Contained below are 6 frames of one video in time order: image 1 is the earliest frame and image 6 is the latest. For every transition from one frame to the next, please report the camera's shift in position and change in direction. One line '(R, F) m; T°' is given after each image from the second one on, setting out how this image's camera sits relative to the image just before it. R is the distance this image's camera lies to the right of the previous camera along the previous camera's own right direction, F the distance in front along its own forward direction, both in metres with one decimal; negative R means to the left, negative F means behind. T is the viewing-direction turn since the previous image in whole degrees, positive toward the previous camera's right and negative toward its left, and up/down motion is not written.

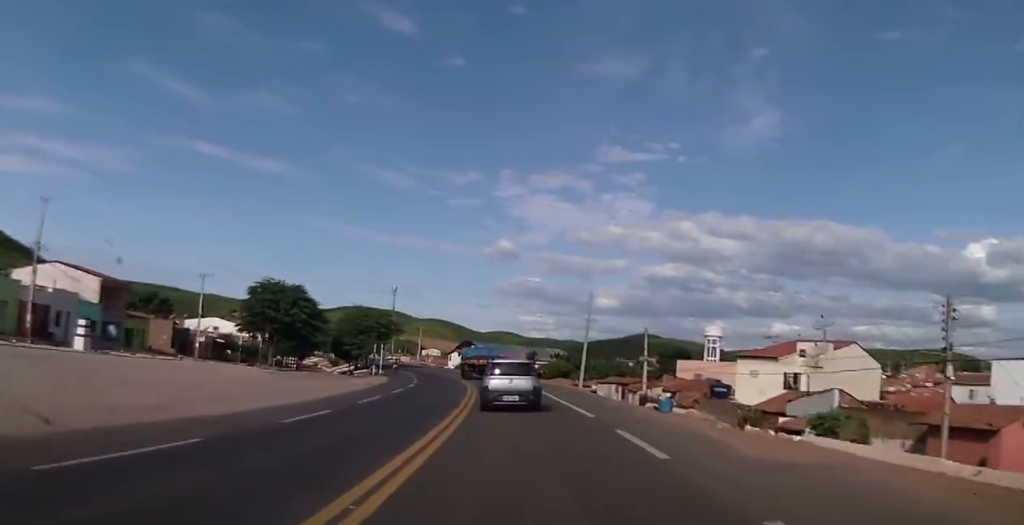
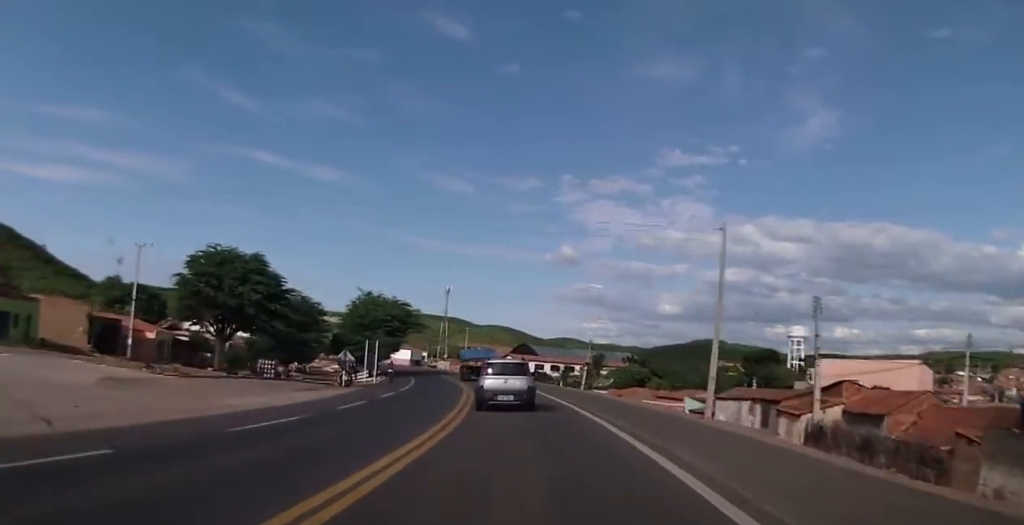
(-0.7, +30.8) m; -3°
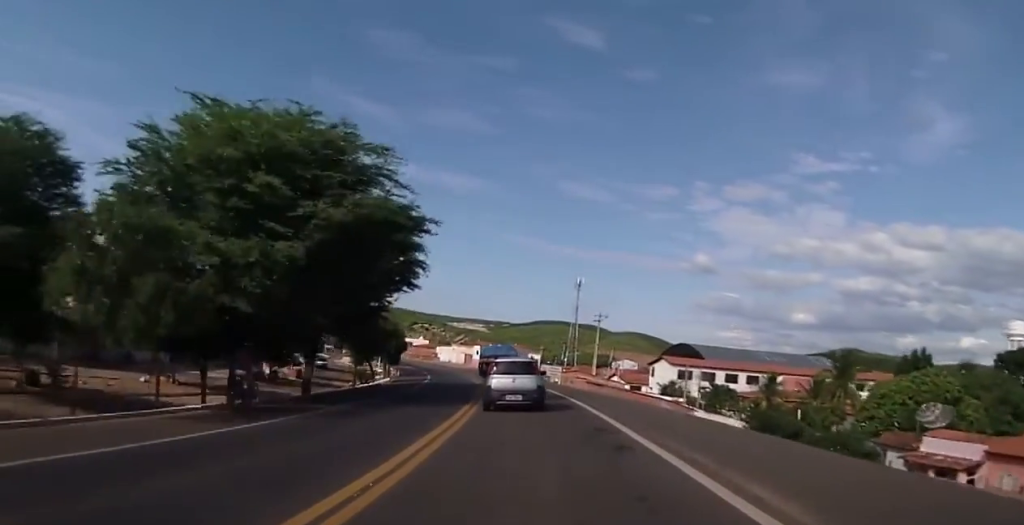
(-6.2, +60.2) m; -13°
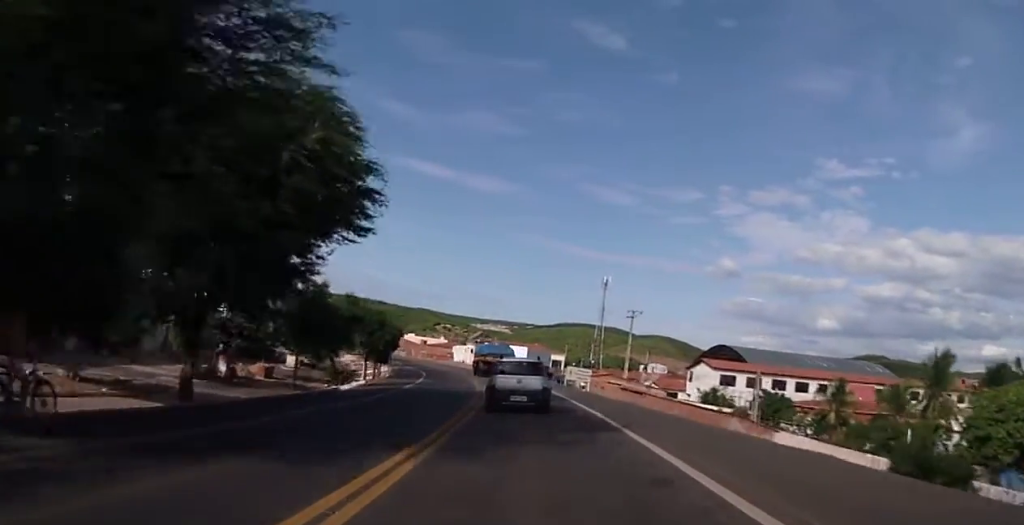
(-0.5, +12.7) m; -2°
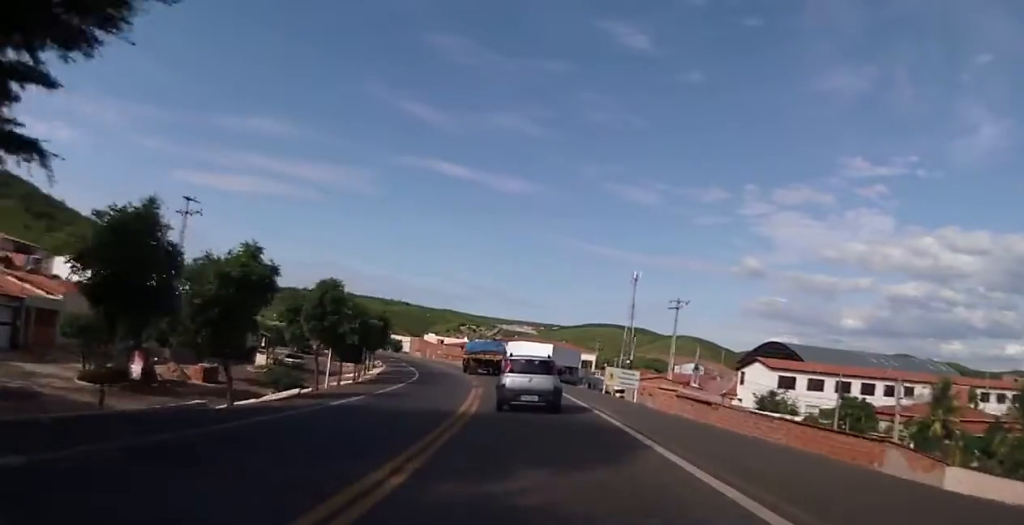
(0.0, +13.7) m; -2°
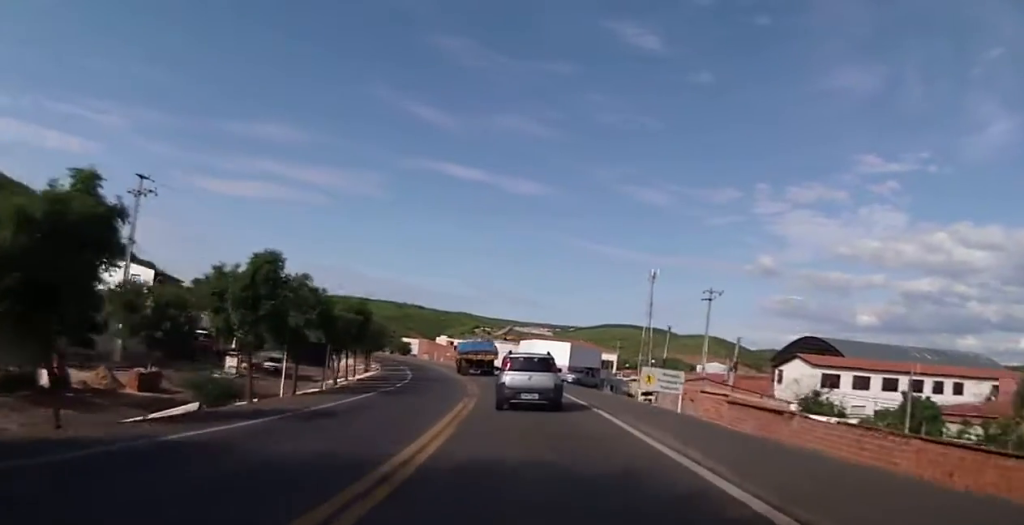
(-0.2, +8.4) m; -1°
